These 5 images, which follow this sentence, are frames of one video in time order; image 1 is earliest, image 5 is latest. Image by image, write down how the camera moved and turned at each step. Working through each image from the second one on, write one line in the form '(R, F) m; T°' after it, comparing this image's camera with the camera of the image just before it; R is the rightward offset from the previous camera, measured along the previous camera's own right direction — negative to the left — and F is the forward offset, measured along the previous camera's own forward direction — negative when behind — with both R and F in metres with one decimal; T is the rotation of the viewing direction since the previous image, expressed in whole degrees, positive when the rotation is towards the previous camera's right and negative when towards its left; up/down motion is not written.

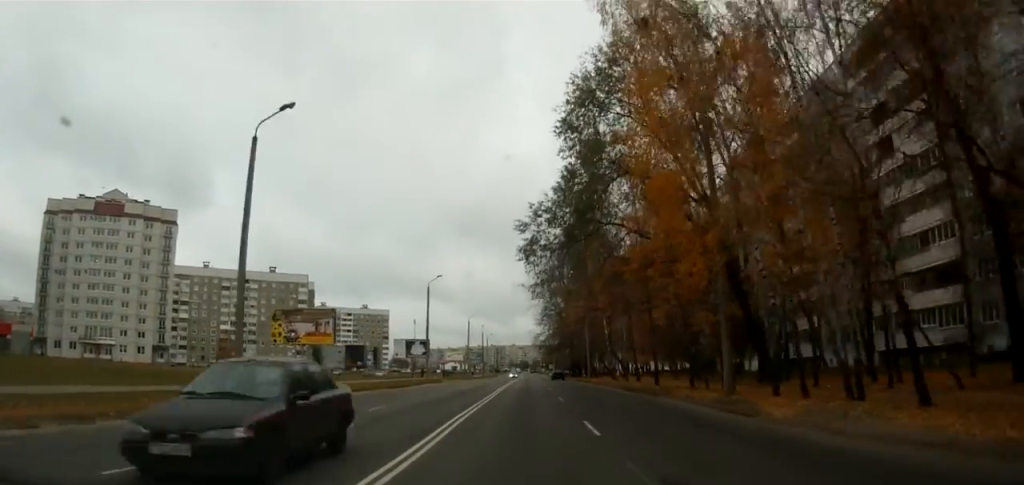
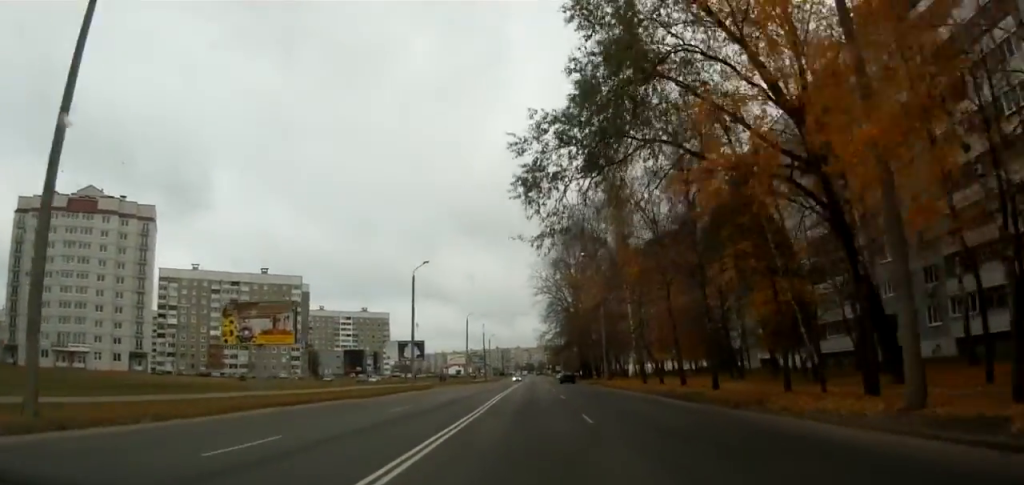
(0.0, +10.3) m; 0°
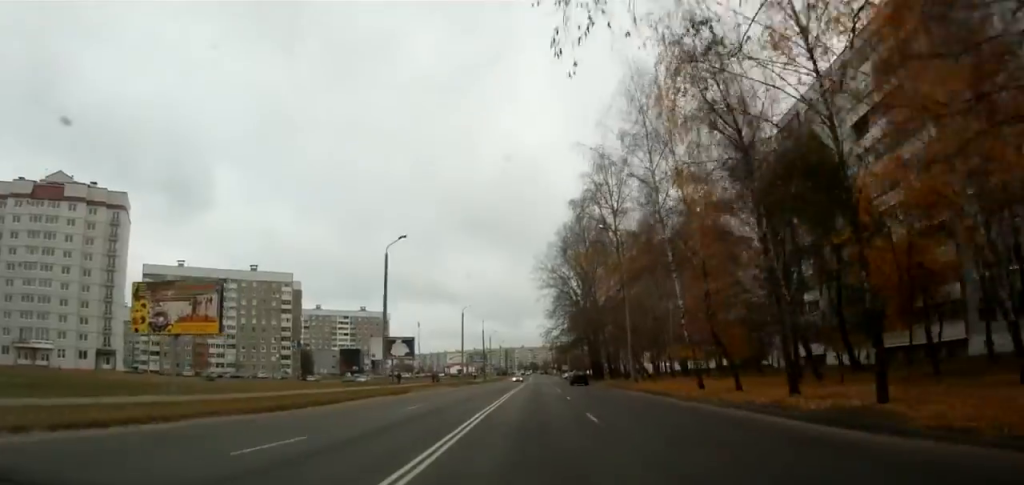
(-0.1, +11.7) m; 0°
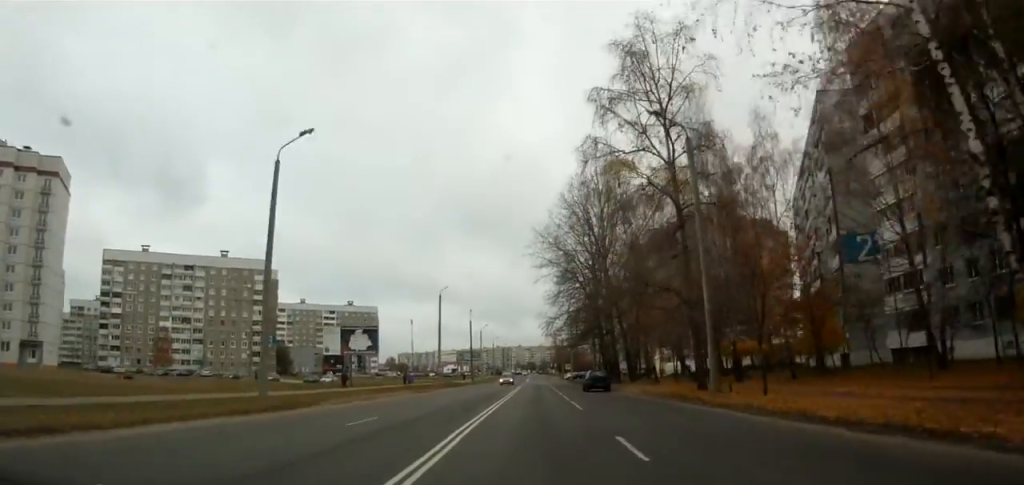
(+0.2, +18.4) m; 0°
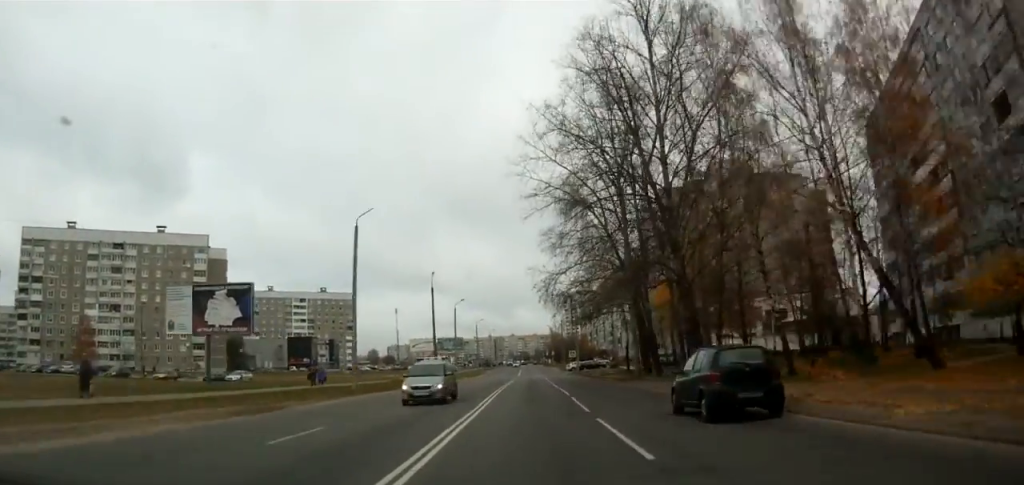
(-0.4, +30.0) m; -1°
